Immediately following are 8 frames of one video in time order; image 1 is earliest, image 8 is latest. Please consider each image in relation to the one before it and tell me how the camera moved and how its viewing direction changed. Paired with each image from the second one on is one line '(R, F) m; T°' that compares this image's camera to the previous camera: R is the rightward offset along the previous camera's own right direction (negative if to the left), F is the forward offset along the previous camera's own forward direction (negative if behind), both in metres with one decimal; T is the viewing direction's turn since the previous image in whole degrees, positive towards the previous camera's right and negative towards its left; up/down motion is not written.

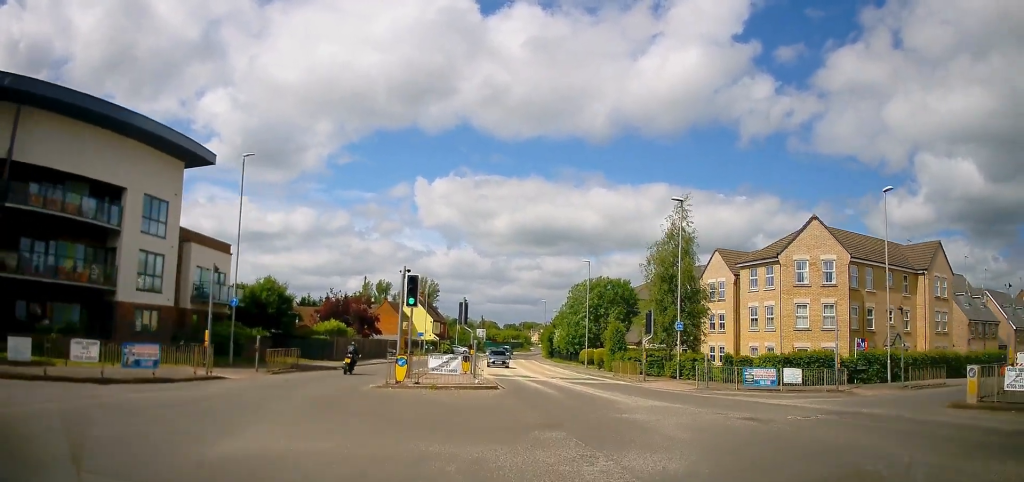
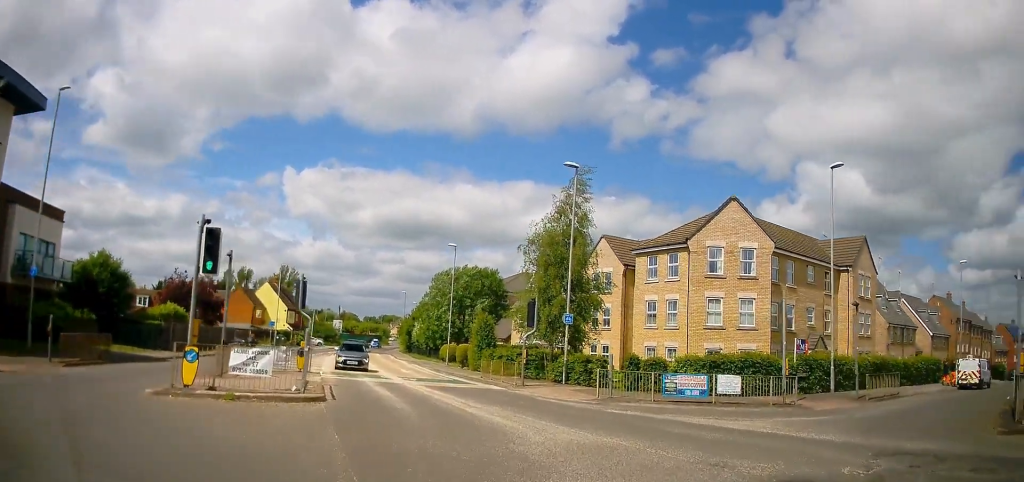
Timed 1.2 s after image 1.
(+0.5, +6.7) m; +15°
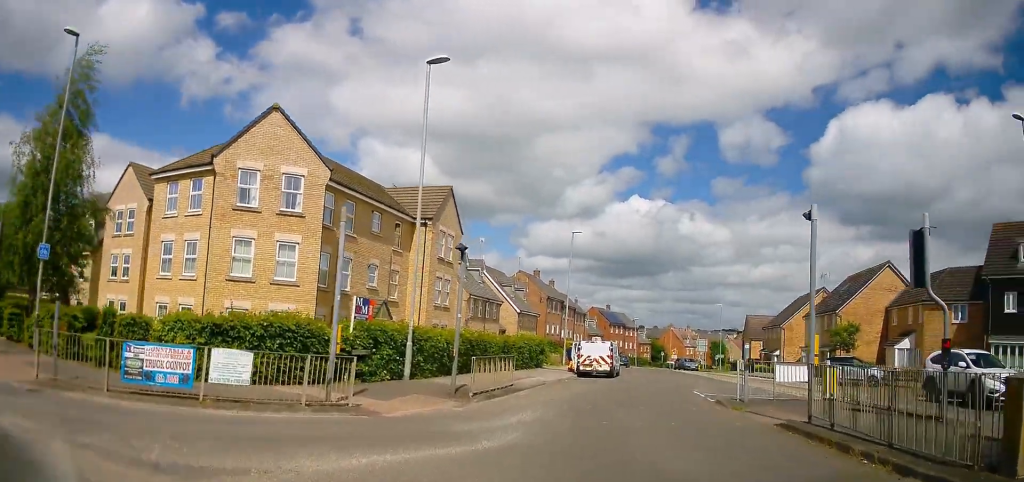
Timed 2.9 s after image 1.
(+3.3, +7.8) m; +45°
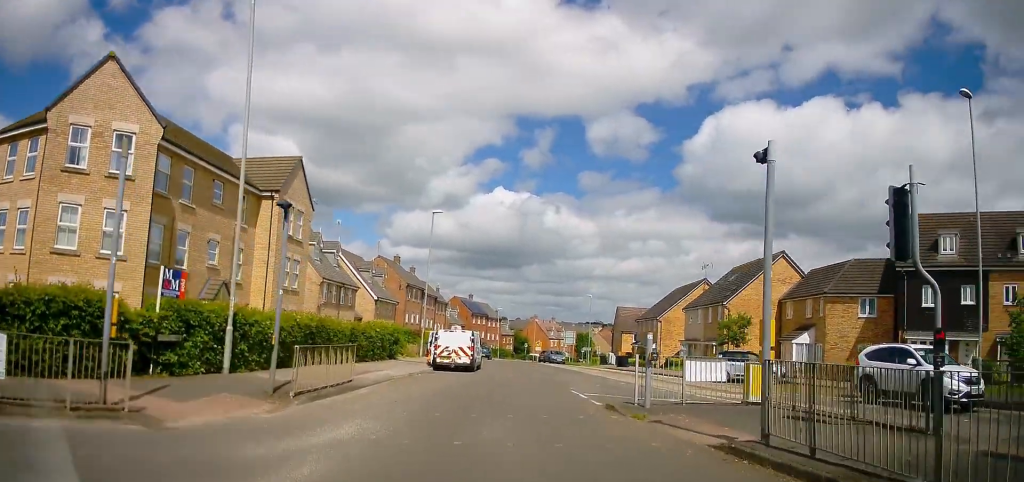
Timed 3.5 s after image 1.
(+0.5, +3.4) m; +5°
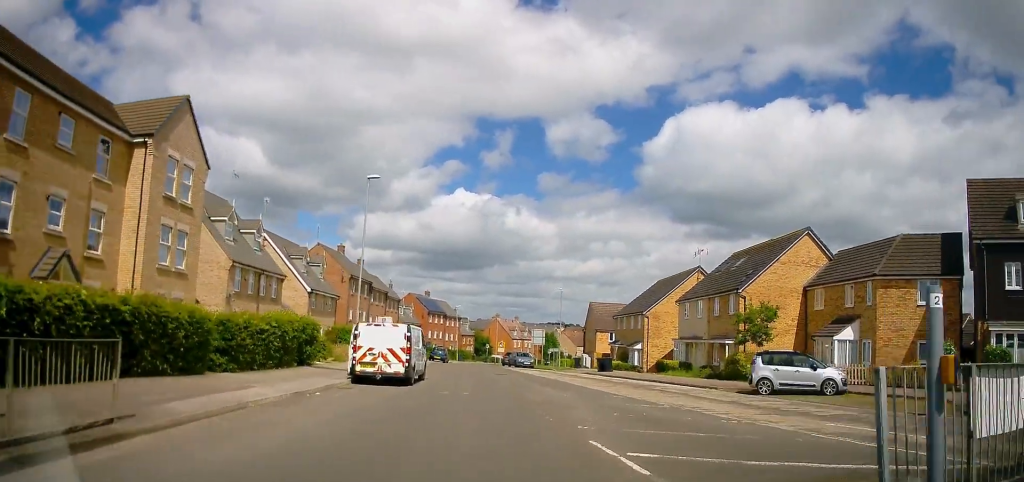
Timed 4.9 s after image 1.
(+0.4, +9.1) m; +3°
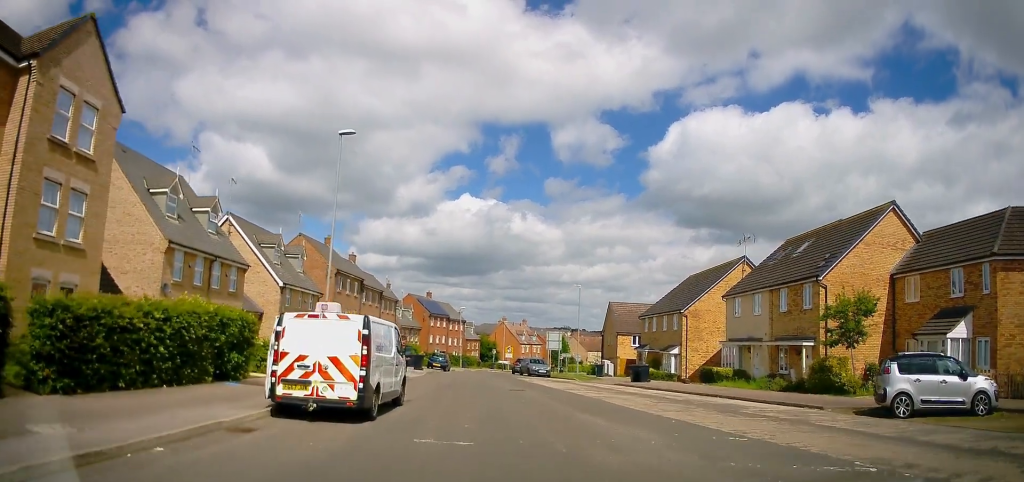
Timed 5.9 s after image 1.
(+0.2, +7.9) m; +4°
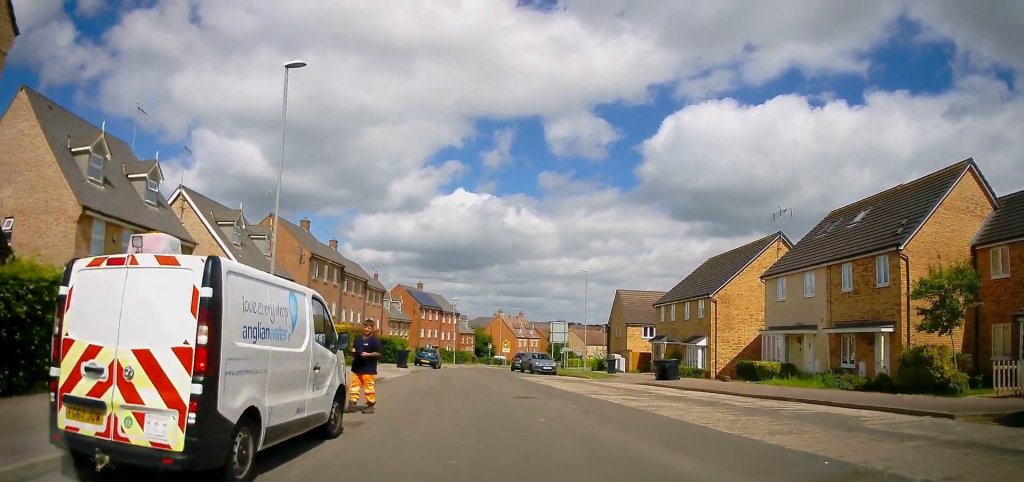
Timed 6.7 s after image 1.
(+0.2, +6.3) m; -1°
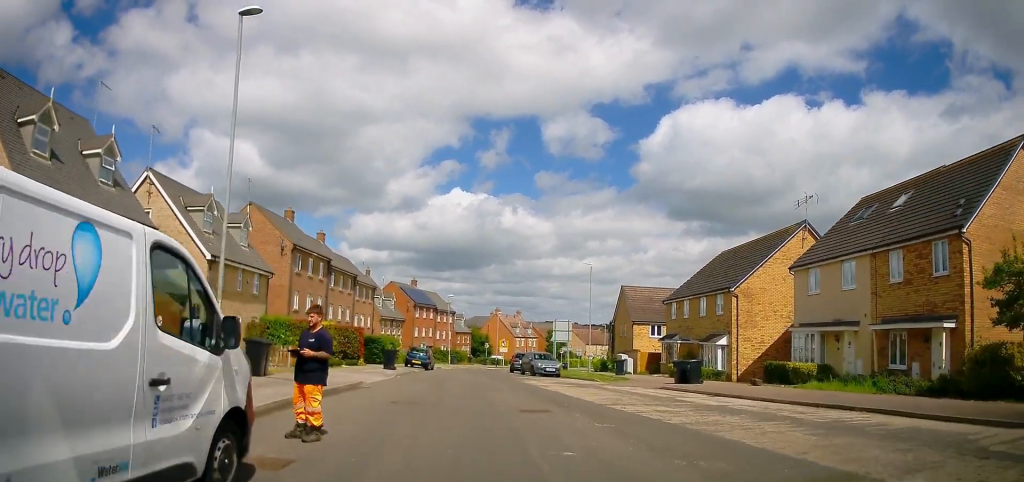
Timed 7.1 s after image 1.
(+0.1, +3.7) m; -1°
